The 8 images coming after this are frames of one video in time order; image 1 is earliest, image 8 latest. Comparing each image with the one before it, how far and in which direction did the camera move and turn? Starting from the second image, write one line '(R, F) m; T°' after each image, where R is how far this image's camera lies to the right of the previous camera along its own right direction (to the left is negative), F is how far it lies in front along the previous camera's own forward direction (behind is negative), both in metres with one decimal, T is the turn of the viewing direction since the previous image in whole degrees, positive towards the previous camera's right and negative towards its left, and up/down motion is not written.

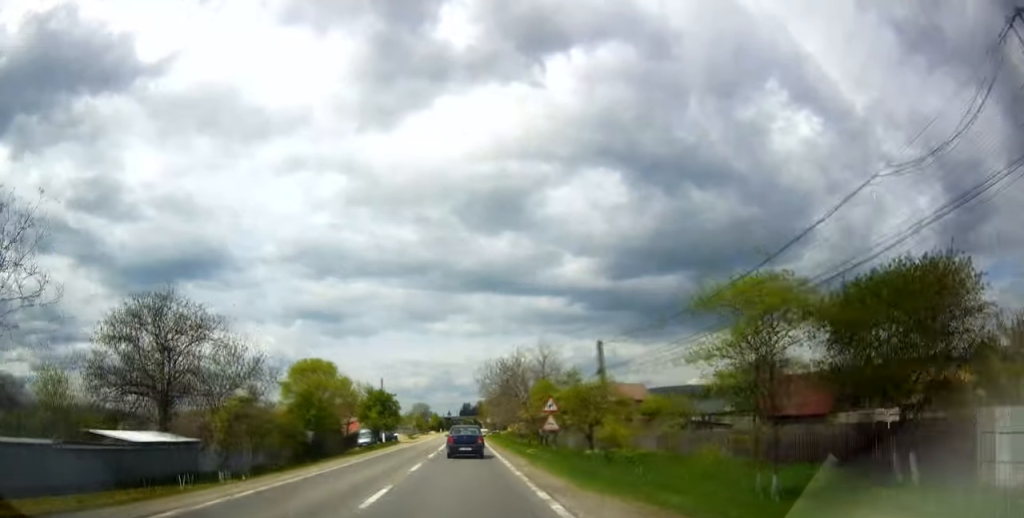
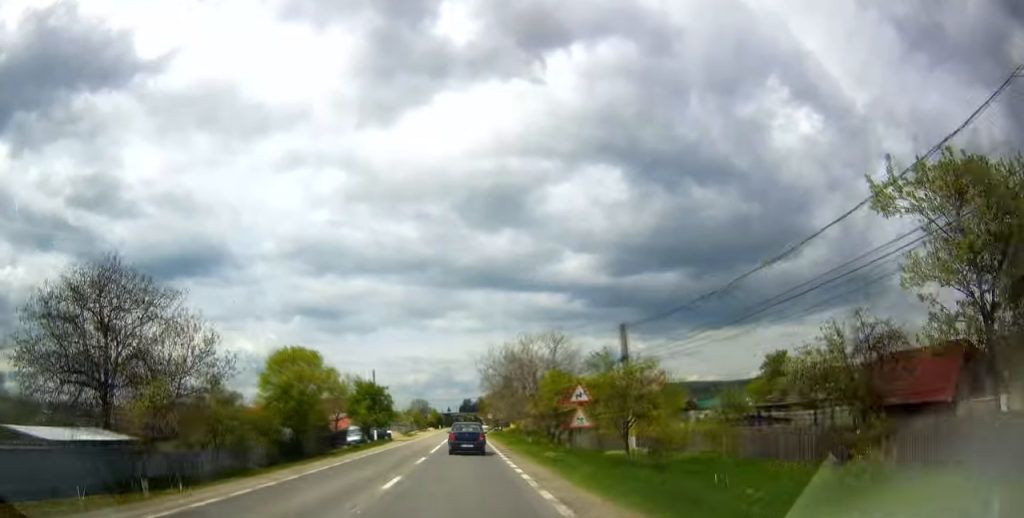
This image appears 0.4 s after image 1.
(0.0, +6.6) m; 0°
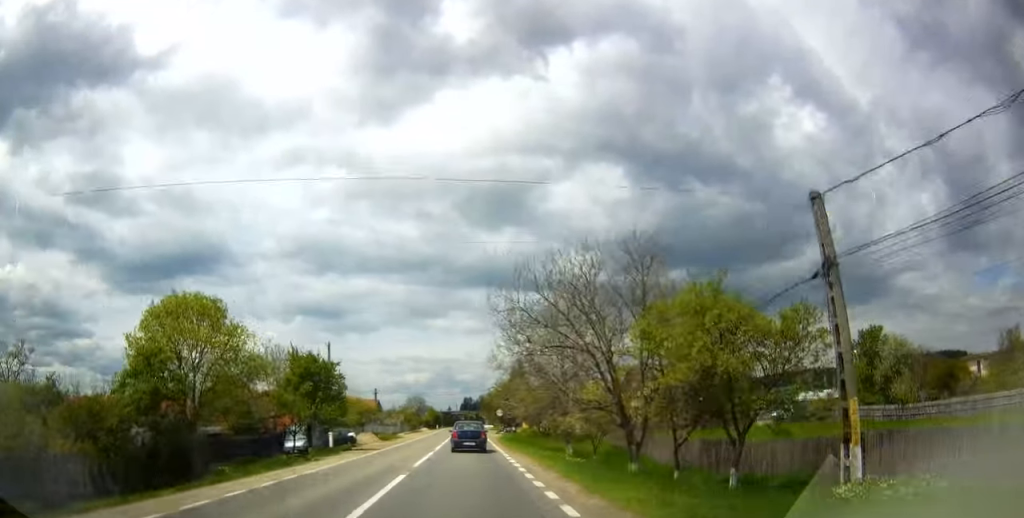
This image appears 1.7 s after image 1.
(+0.4, +22.1) m; +1°
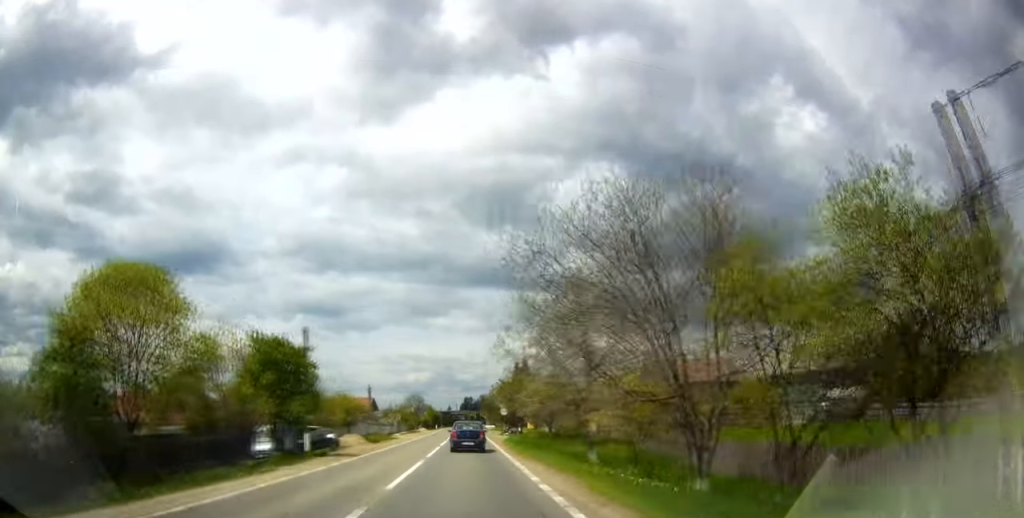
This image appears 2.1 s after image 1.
(+0.2, +6.7) m; 0°
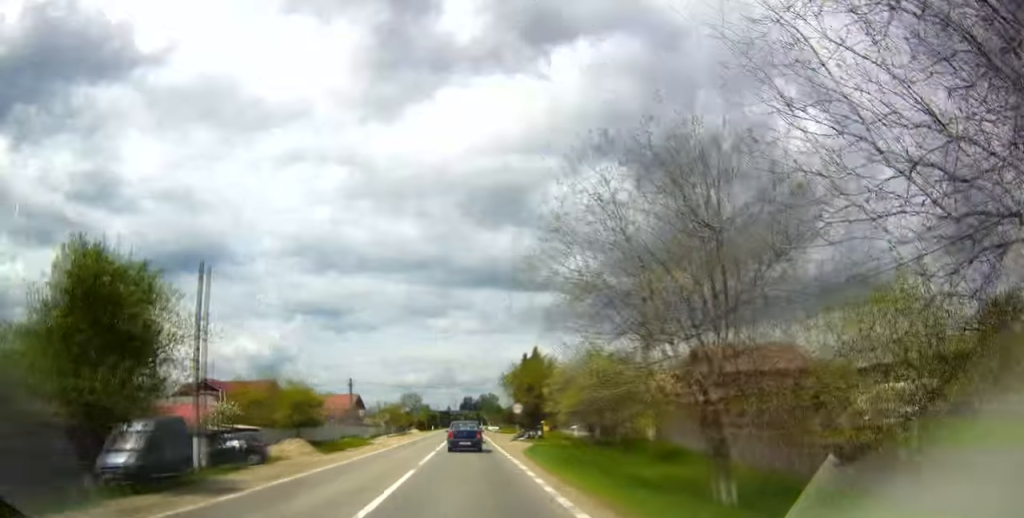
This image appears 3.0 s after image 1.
(-0.4, +15.6) m; 0°
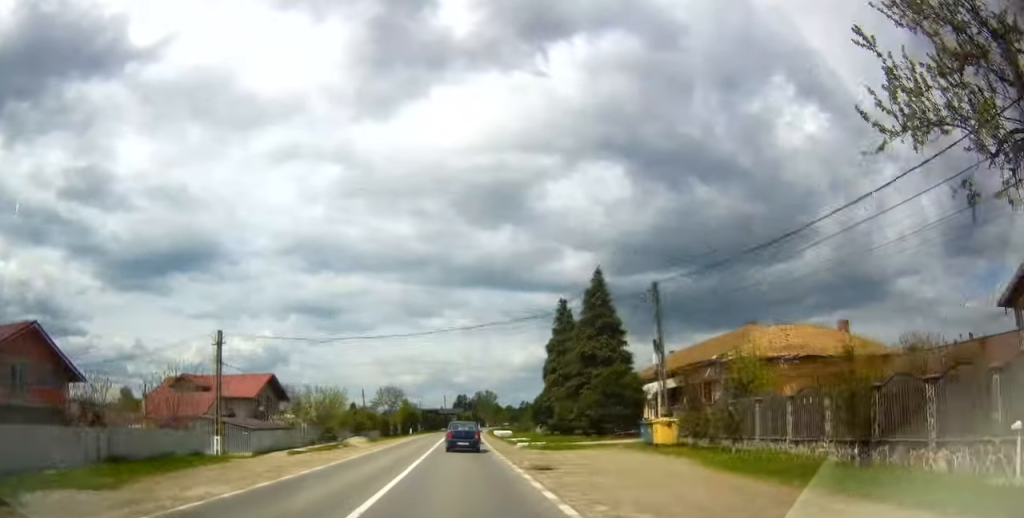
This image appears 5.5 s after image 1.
(+0.3, +42.8) m; +2°
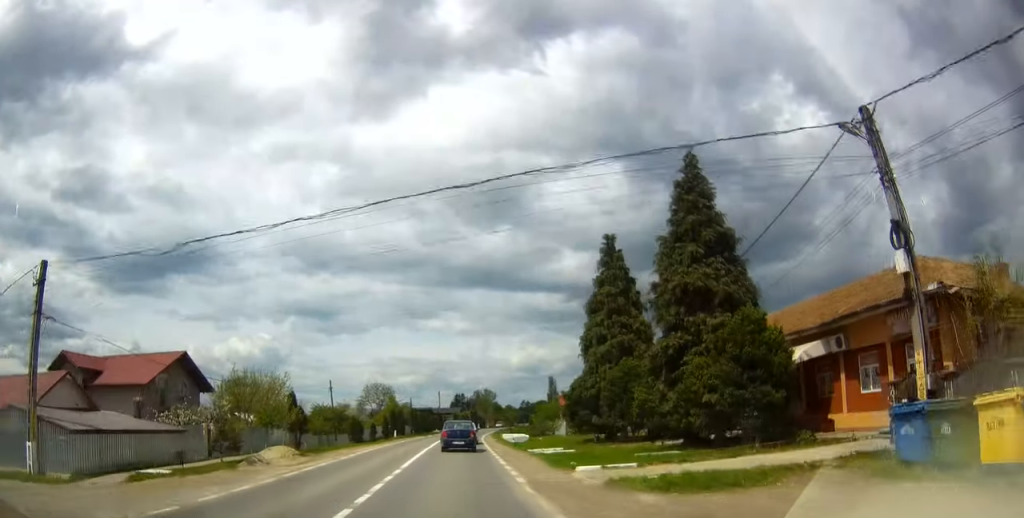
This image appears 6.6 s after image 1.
(+0.5, +19.2) m; +1°
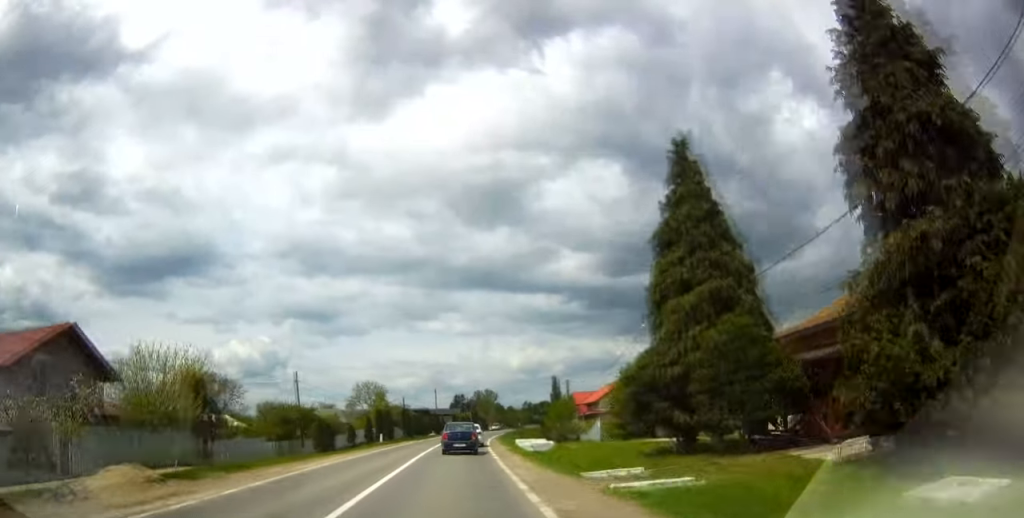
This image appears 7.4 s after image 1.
(-0.1, +13.5) m; -1°
